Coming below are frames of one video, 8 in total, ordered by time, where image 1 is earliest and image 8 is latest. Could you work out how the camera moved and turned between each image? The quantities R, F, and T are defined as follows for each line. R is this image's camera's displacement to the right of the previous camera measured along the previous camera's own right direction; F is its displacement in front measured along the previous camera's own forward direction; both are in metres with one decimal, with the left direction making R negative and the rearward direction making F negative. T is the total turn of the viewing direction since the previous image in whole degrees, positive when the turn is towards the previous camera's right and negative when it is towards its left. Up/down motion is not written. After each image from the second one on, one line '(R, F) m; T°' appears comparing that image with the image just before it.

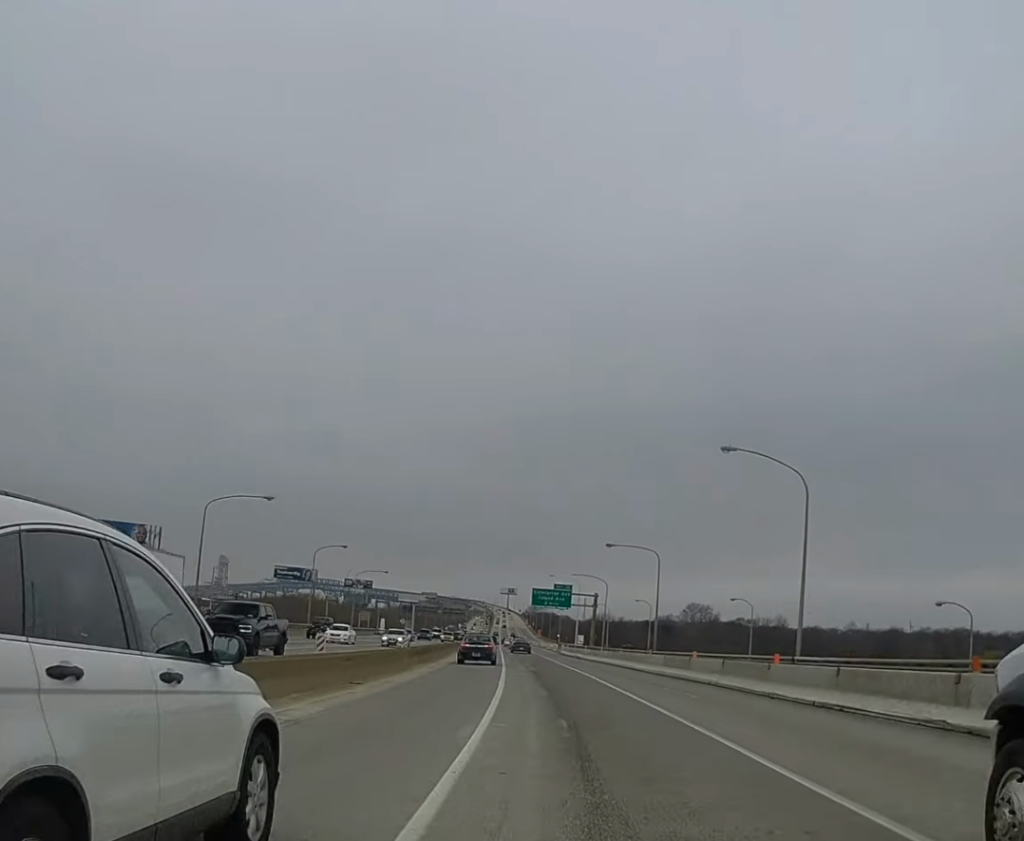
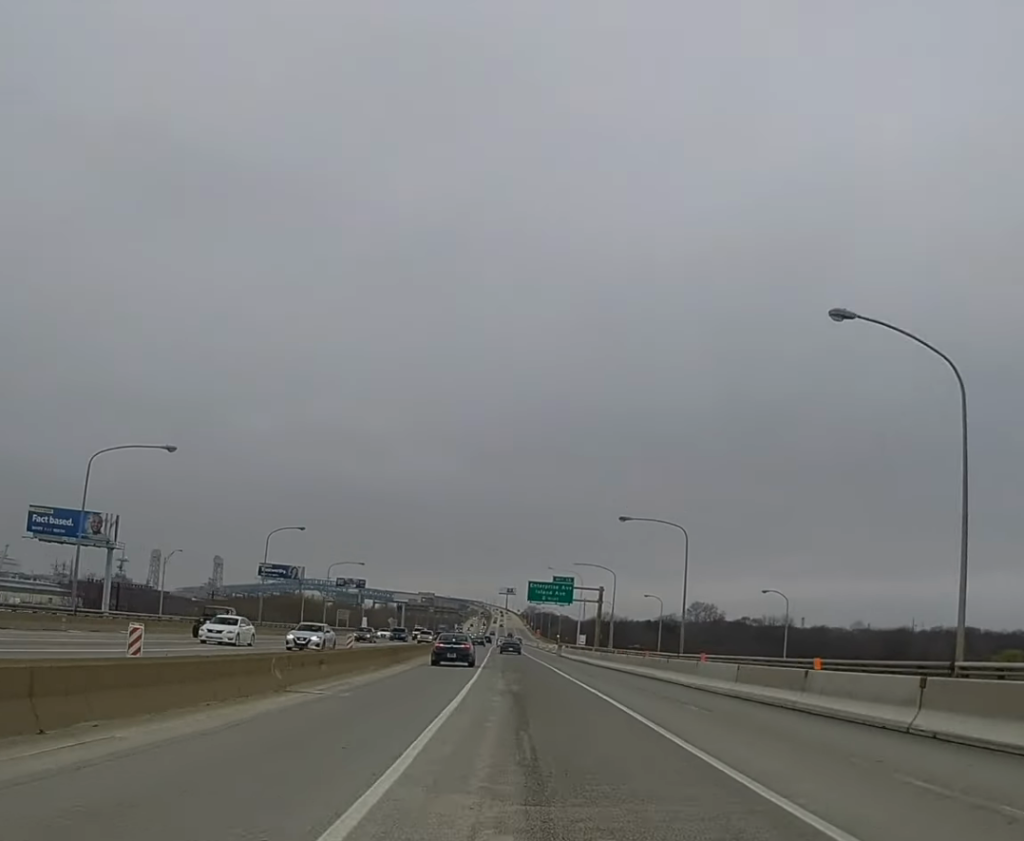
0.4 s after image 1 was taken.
(0.0, +18.4) m; -1°
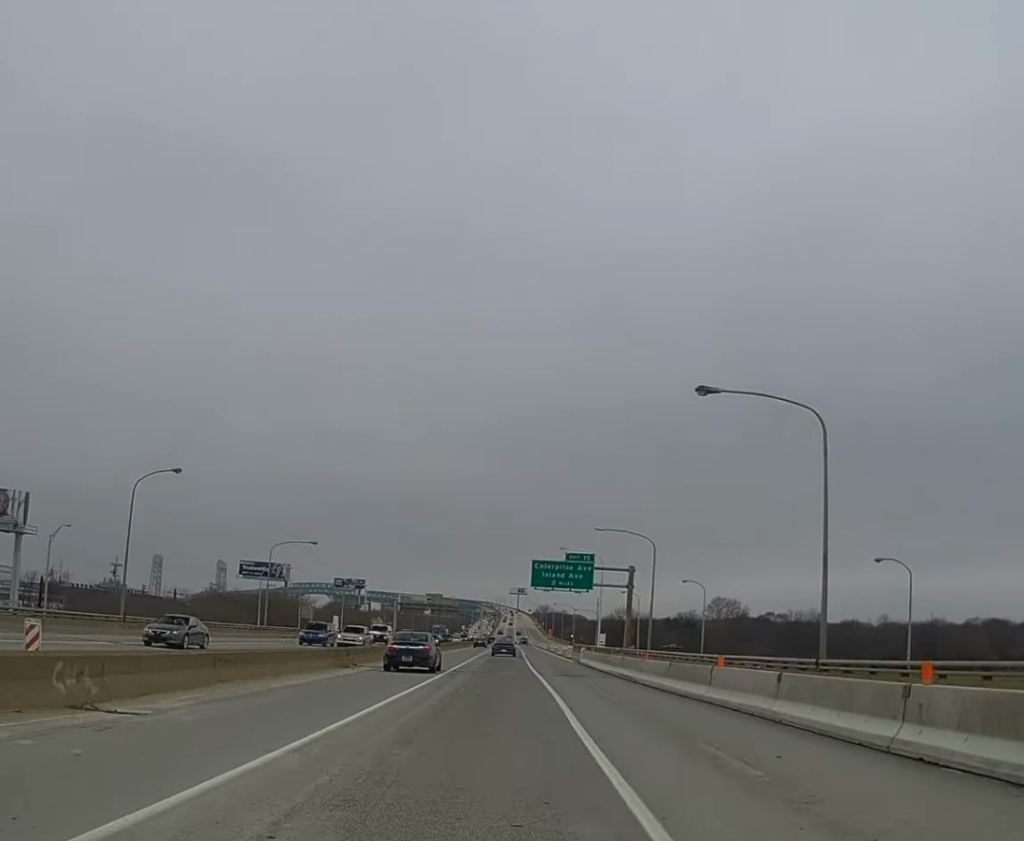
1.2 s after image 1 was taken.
(0.0, +32.7) m; -1°
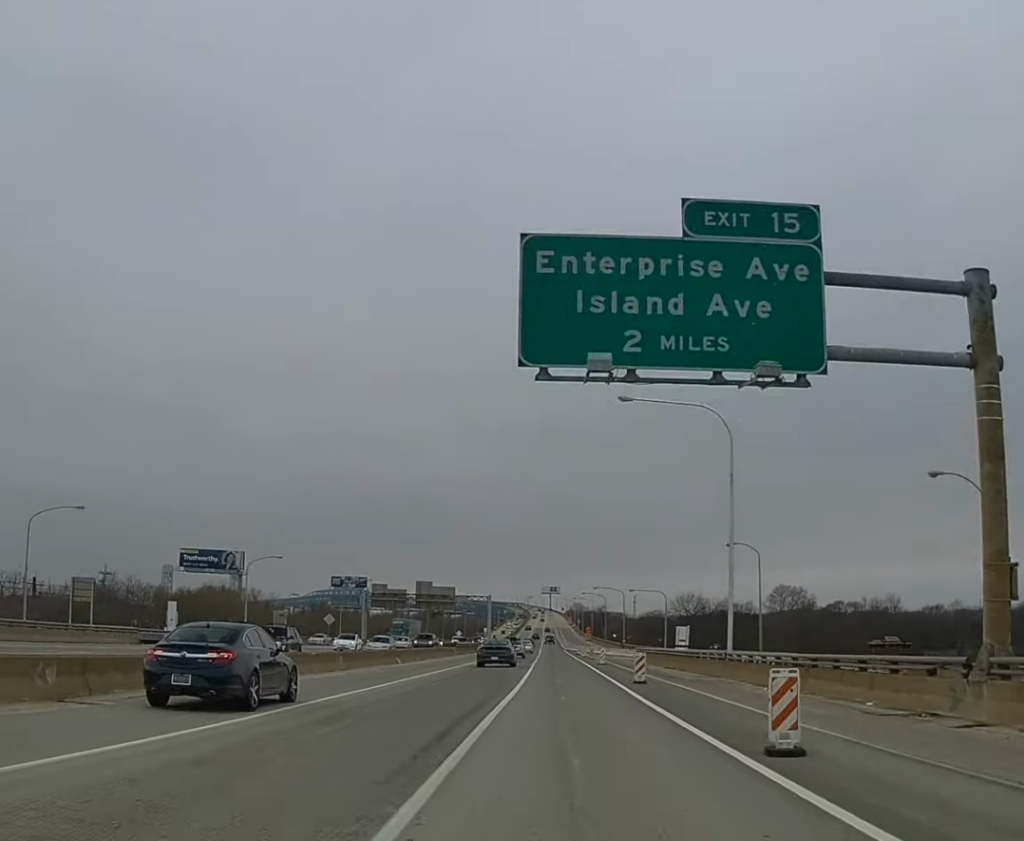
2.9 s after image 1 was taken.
(-1.9, +73.0) m; -2°
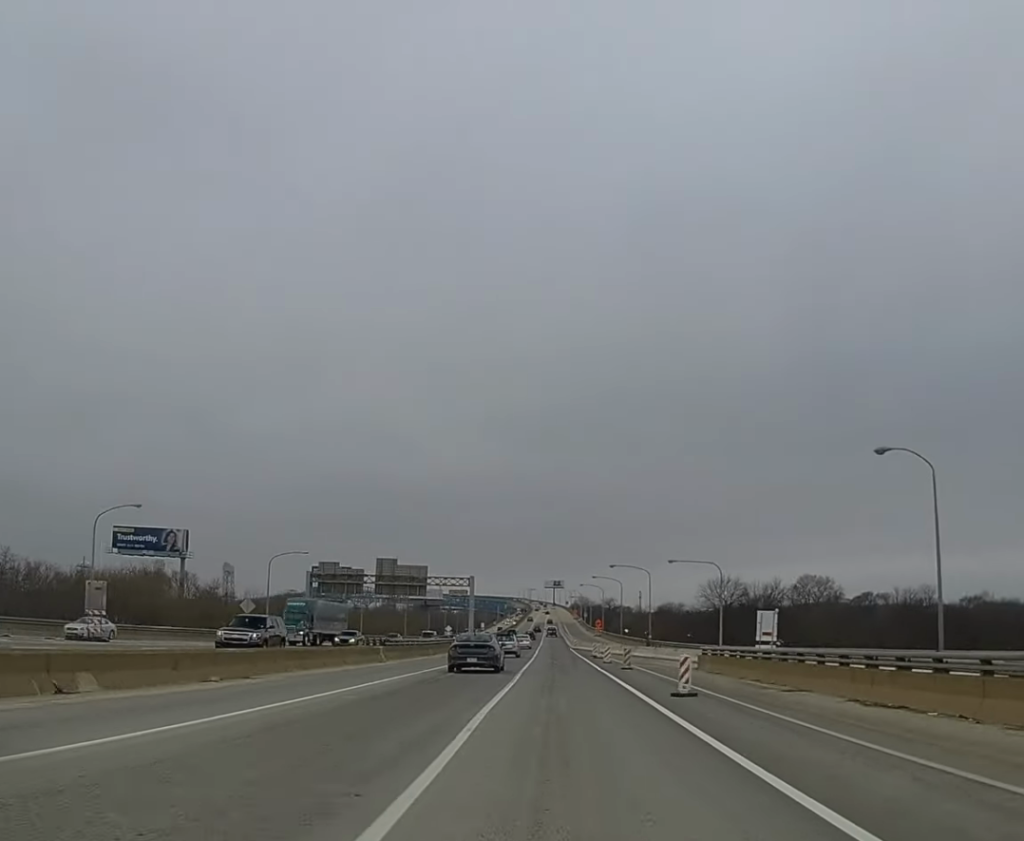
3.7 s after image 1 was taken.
(-0.1, +38.7) m; 0°
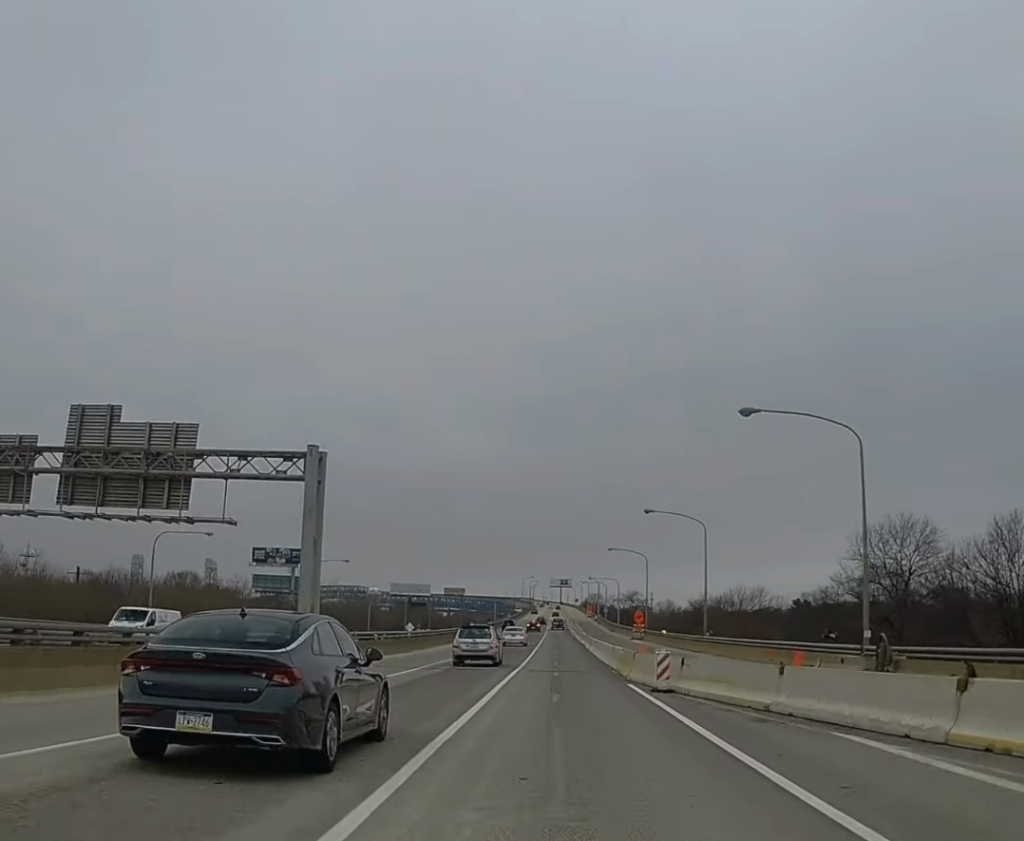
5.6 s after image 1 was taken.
(-0.5, +83.7) m; -1°
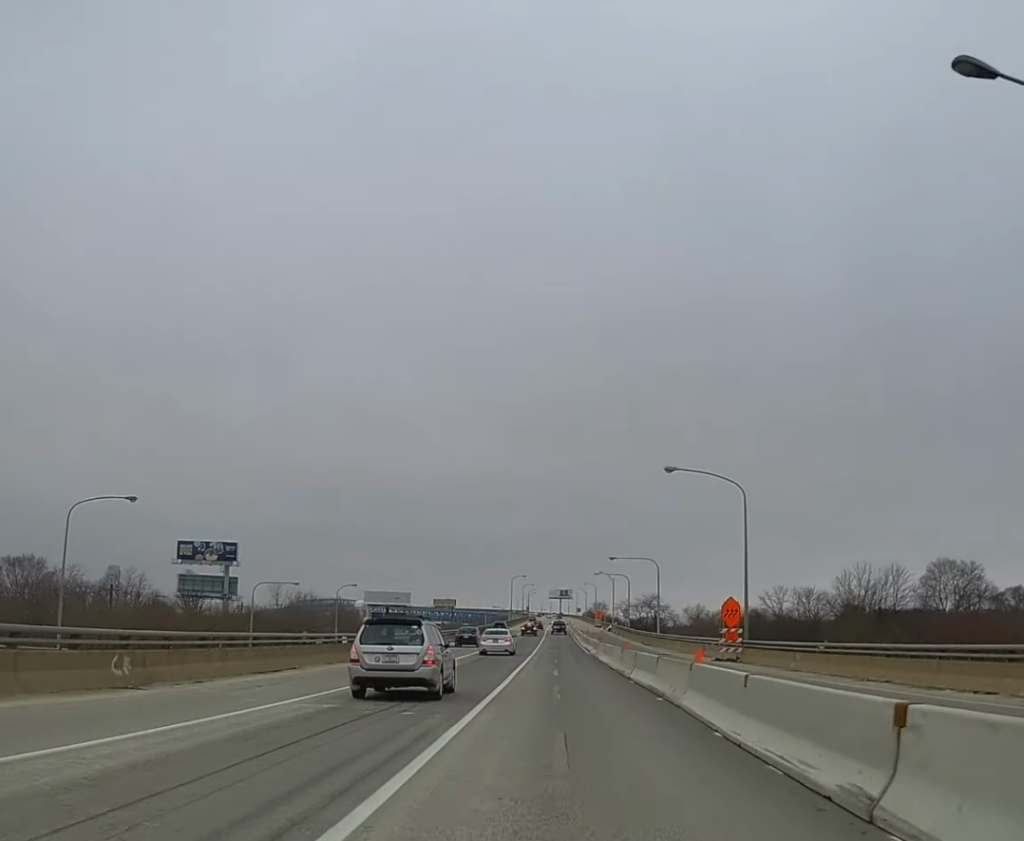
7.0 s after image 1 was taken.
(0.0, +61.0) m; 0°
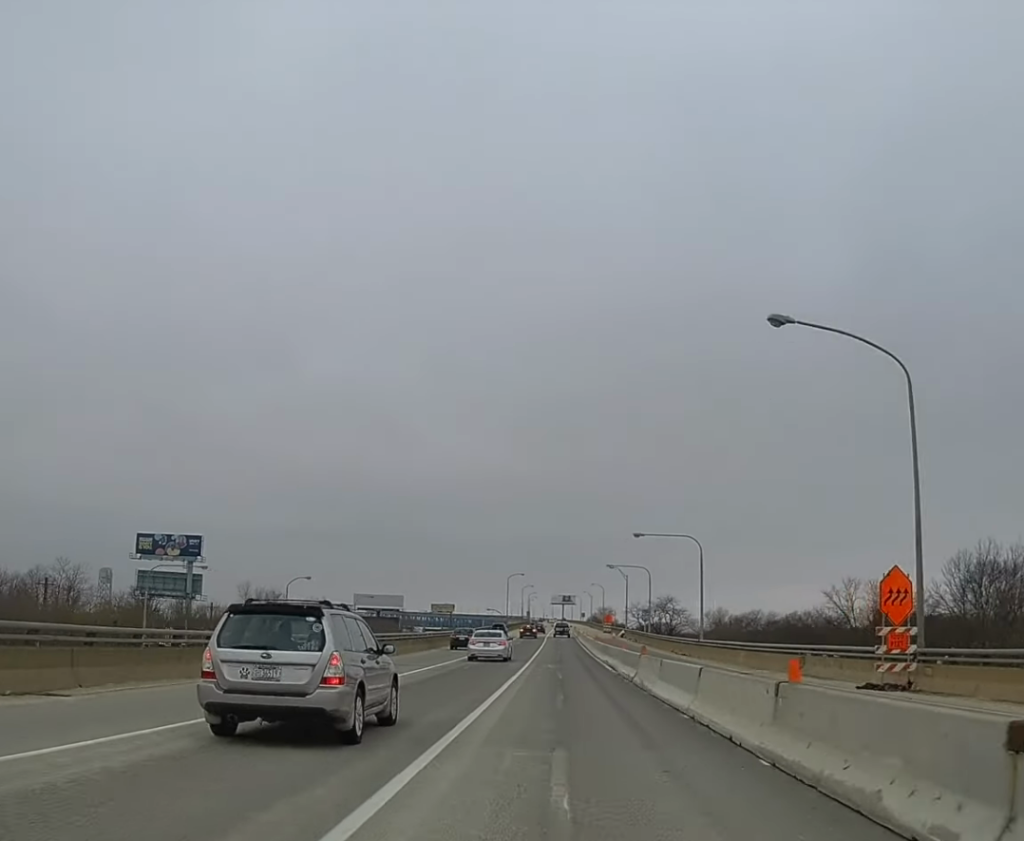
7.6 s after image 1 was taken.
(-0.1, +26.2) m; 0°
